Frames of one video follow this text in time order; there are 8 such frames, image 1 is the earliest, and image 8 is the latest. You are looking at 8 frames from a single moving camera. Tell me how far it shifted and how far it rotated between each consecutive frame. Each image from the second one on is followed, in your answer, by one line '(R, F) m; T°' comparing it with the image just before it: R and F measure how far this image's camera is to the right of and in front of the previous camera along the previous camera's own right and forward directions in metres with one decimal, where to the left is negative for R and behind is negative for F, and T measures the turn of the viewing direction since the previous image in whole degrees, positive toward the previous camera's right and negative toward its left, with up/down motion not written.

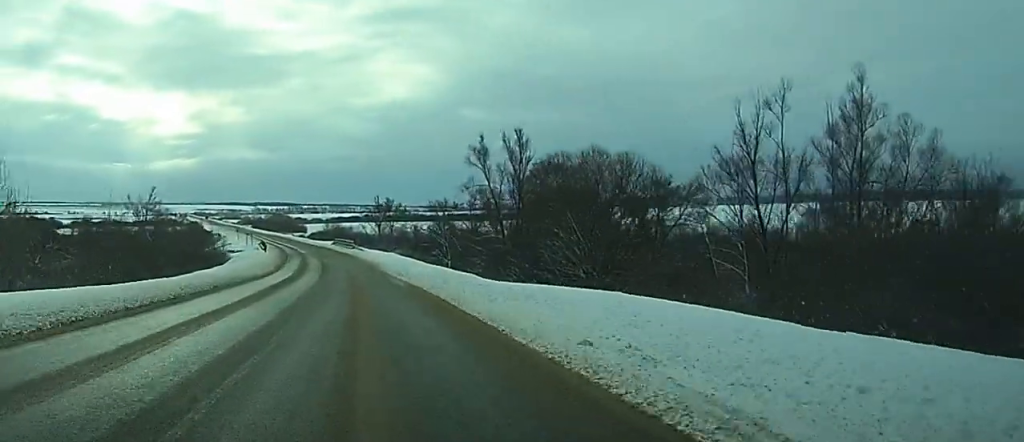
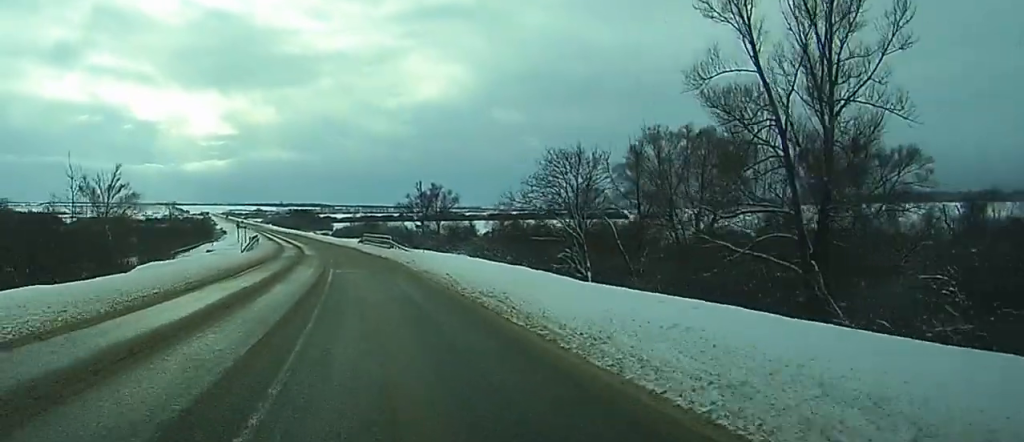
(-0.8, +47.5) m; -2°
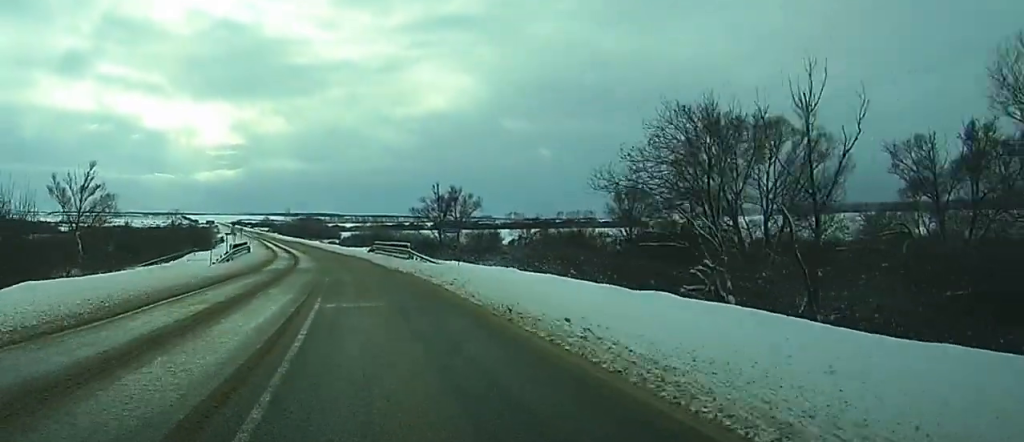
(-0.1, +17.3) m; -1°
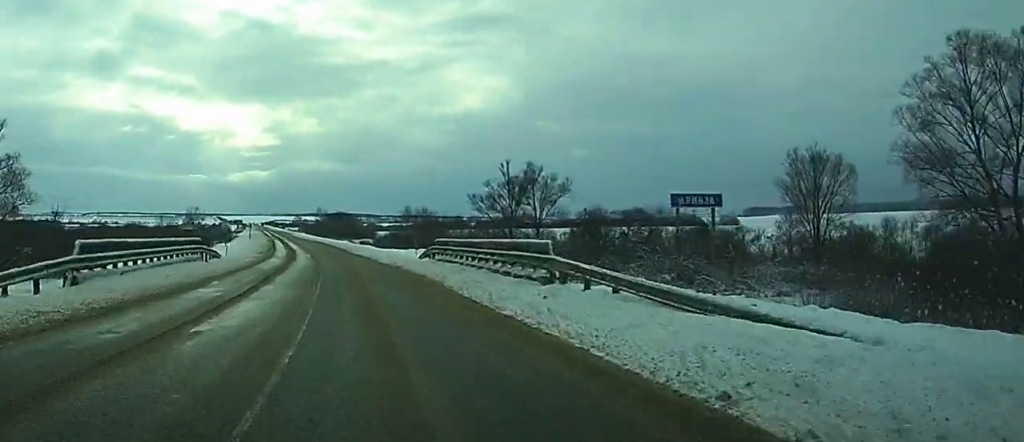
(-0.5, +39.3) m; -1°
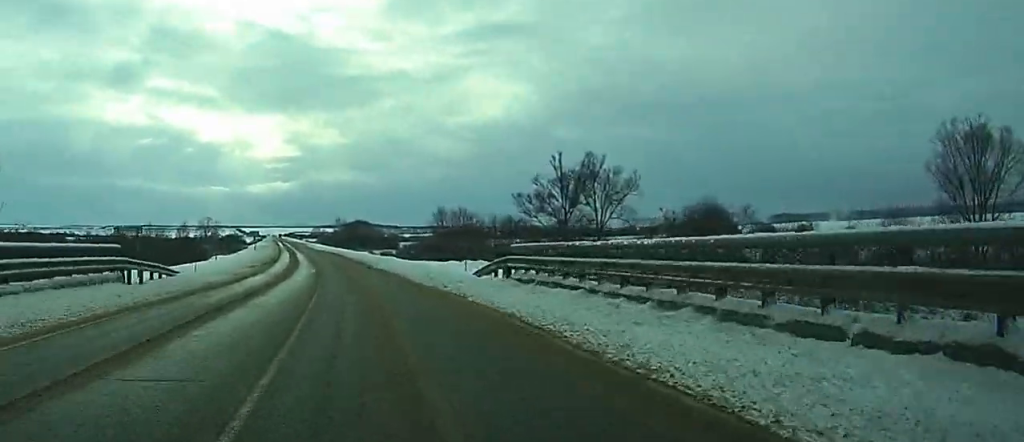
(-0.1, +18.7) m; -1°
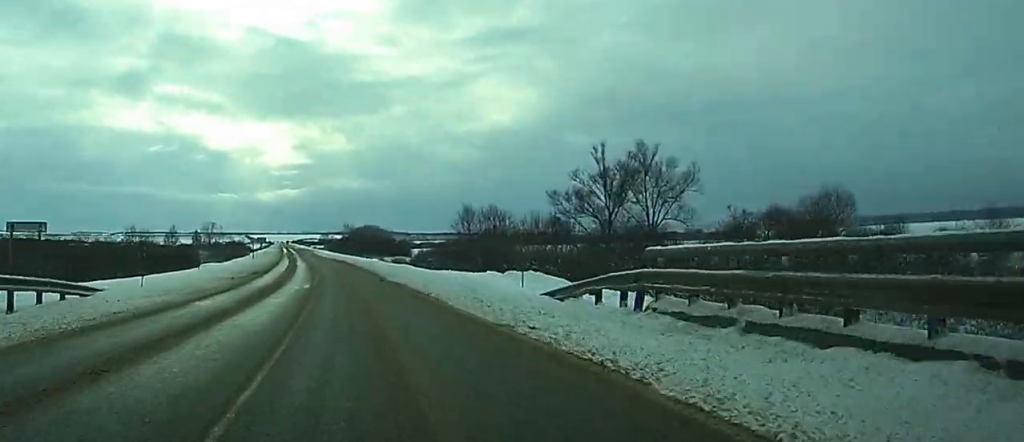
(-0.1, +12.8) m; -1°
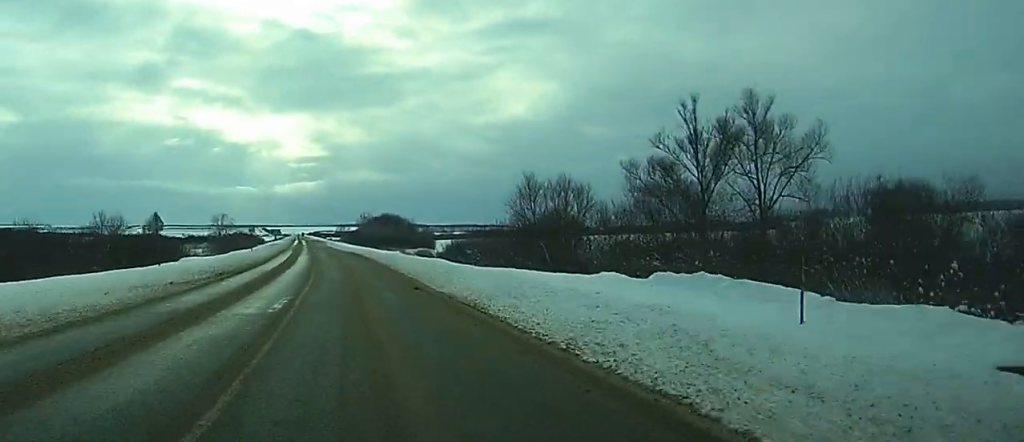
(-0.2, +17.8) m; -1°
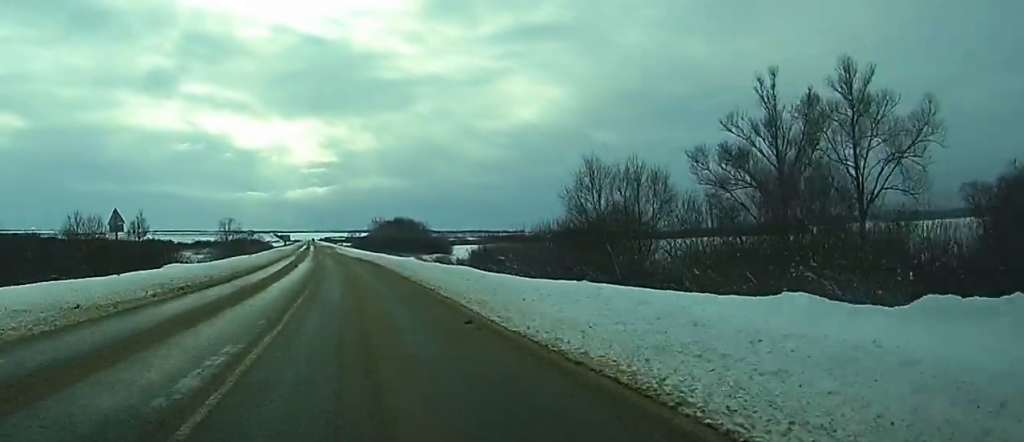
(0.0, +10.2) m; -1°
